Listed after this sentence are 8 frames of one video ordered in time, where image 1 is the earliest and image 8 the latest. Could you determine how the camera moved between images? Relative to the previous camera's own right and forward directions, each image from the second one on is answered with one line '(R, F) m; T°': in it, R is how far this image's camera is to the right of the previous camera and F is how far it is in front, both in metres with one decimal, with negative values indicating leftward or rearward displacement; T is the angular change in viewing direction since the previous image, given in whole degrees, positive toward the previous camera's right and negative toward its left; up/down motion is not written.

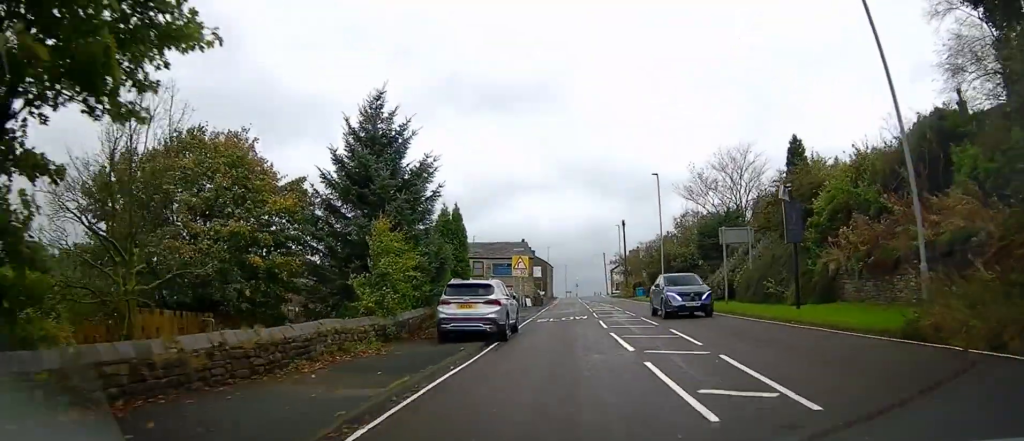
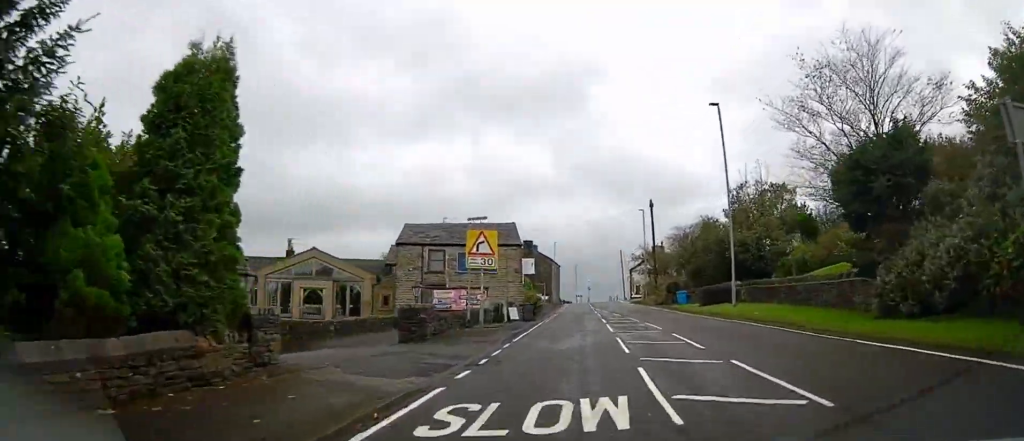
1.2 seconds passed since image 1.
(-0.3, +18.1) m; -2°
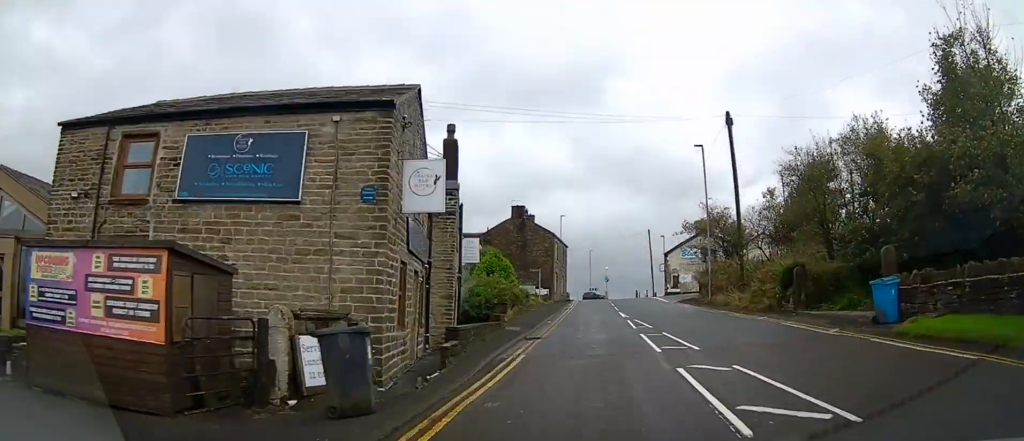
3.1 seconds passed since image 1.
(-0.4, +25.5) m; -1°
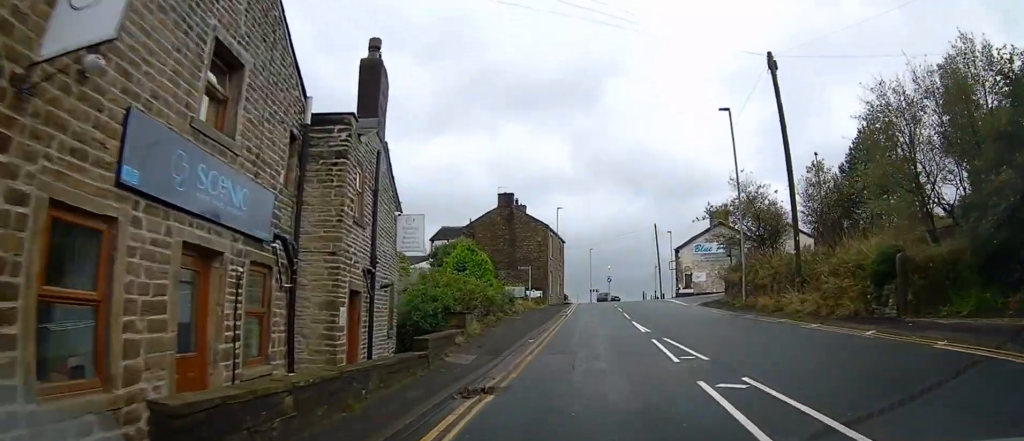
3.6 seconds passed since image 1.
(0.0, +7.8) m; 0°
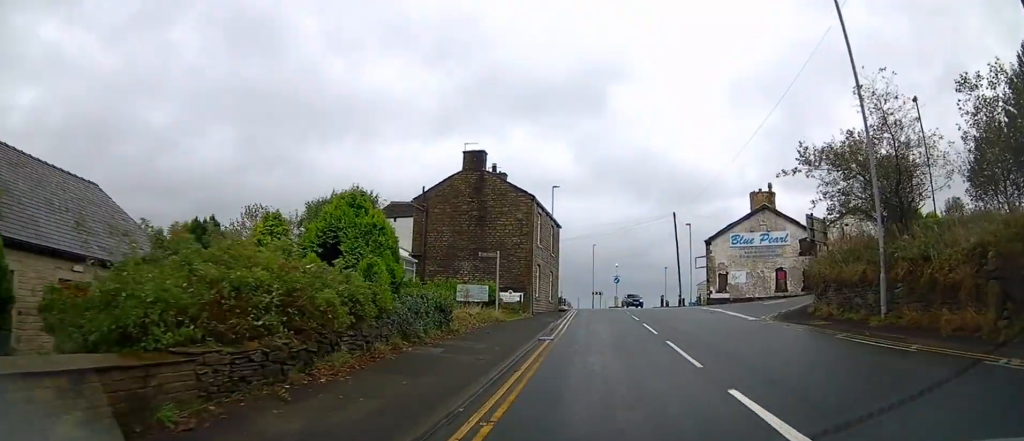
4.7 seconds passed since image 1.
(+0.1, +13.5) m; 0°
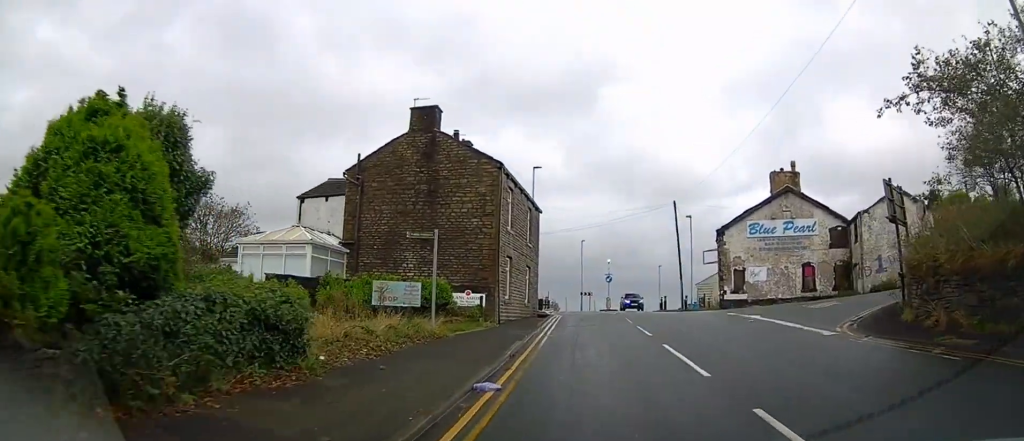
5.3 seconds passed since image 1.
(0.0, +7.5) m; 0°
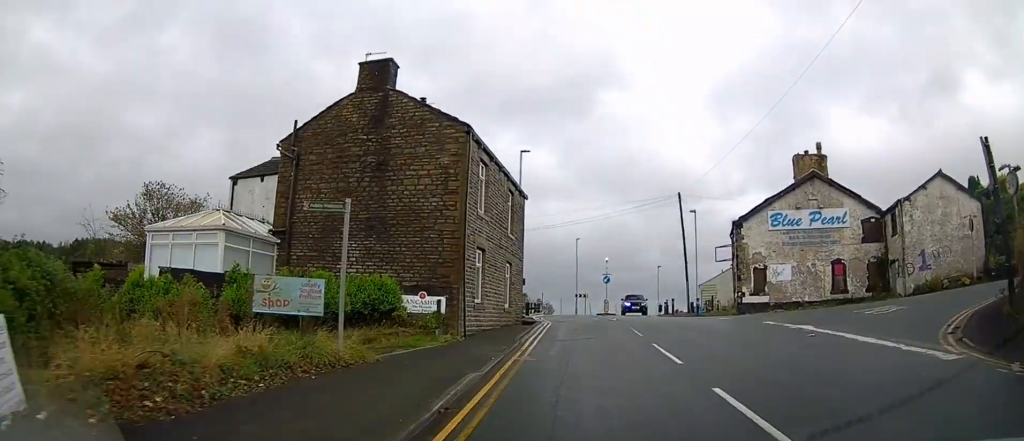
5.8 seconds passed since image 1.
(0.0, +5.0) m; 0°
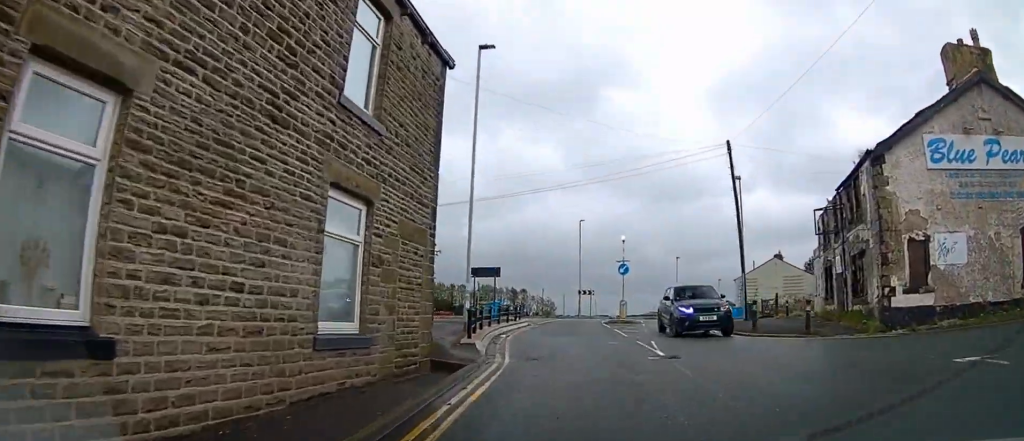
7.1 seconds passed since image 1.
(+0.2, +15.0) m; 0°
